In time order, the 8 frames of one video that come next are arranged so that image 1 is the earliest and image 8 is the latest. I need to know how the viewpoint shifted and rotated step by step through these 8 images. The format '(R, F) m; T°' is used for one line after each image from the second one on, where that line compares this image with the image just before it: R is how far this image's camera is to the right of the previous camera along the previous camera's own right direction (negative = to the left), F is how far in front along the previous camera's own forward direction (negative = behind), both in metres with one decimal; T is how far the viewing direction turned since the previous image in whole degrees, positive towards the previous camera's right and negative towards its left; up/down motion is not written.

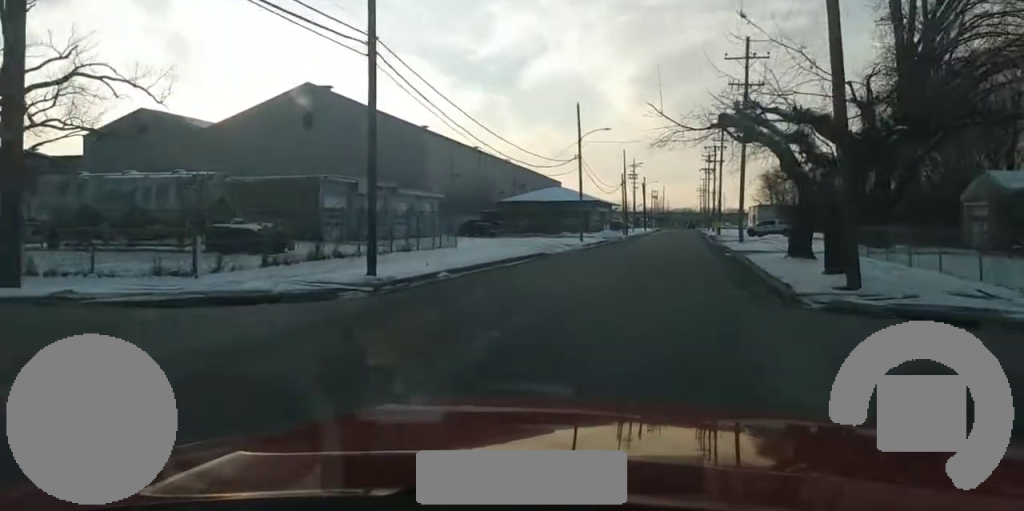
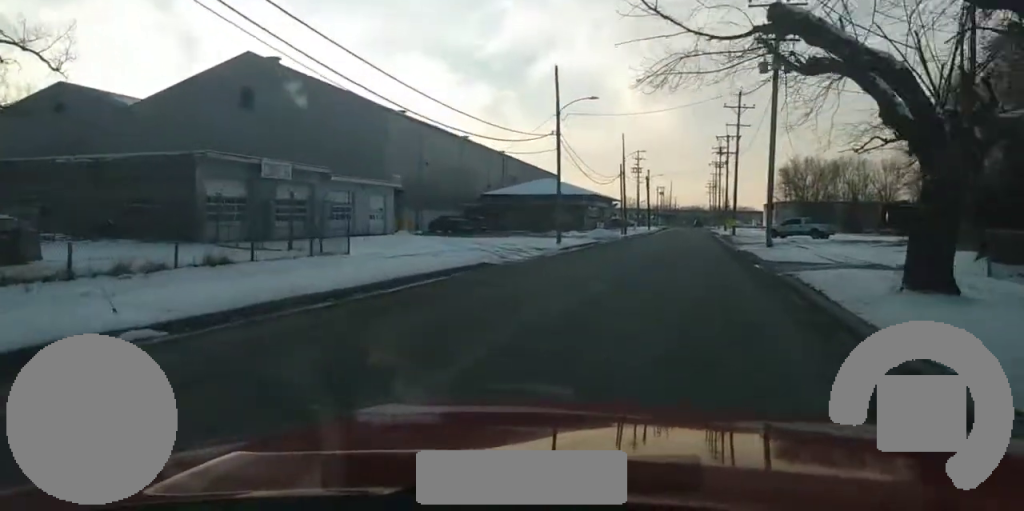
(0.0, +14.0) m; 0°
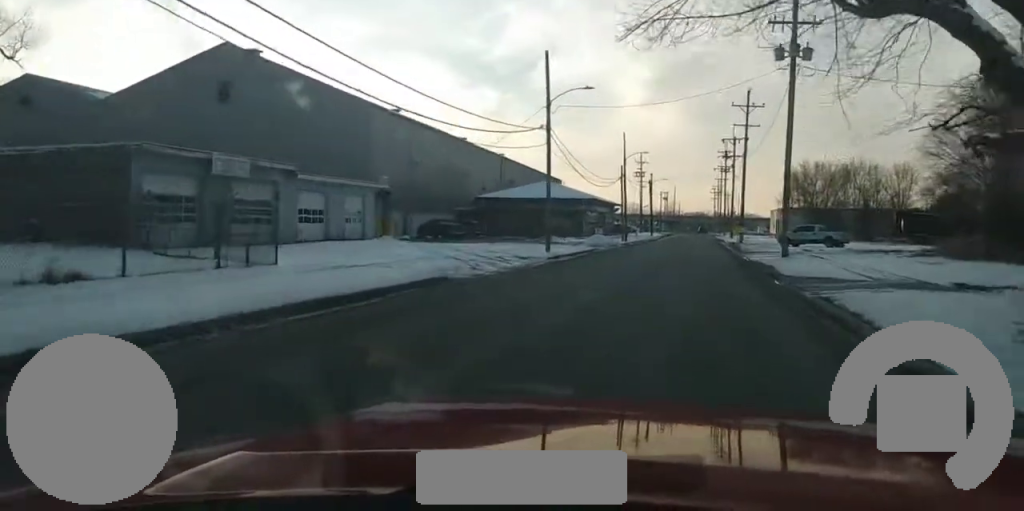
(0.0, +5.3) m; +1°
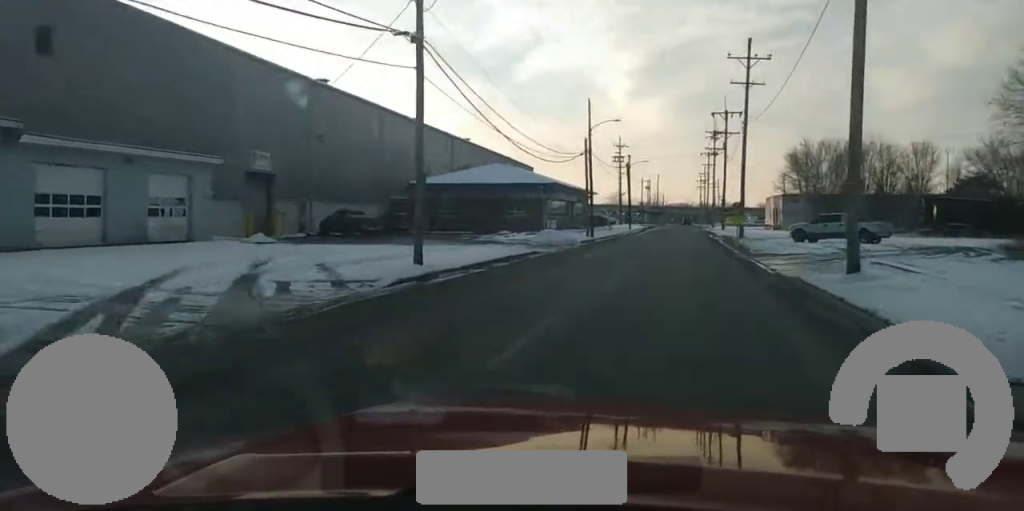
(+0.3, +19.1) m; 0°
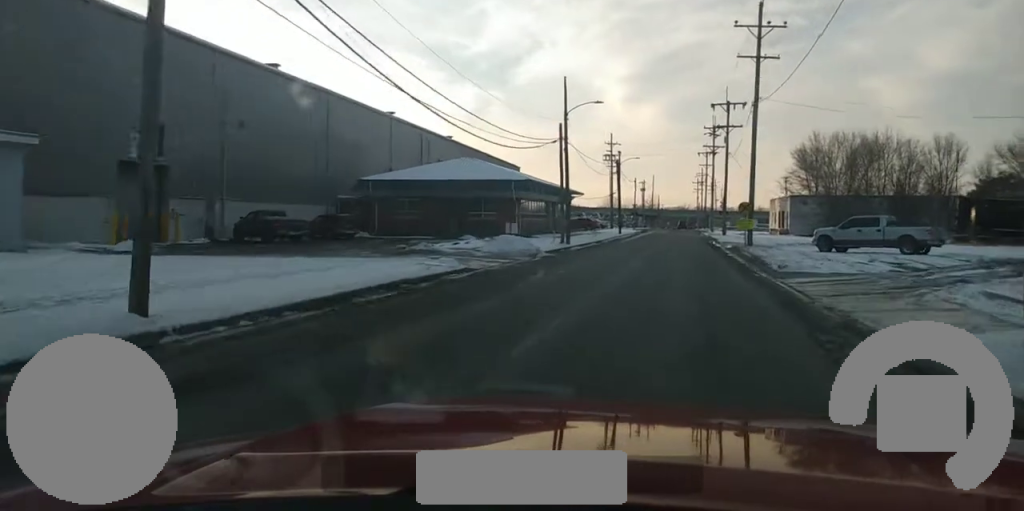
(-0.1, +11.4) m; -1°
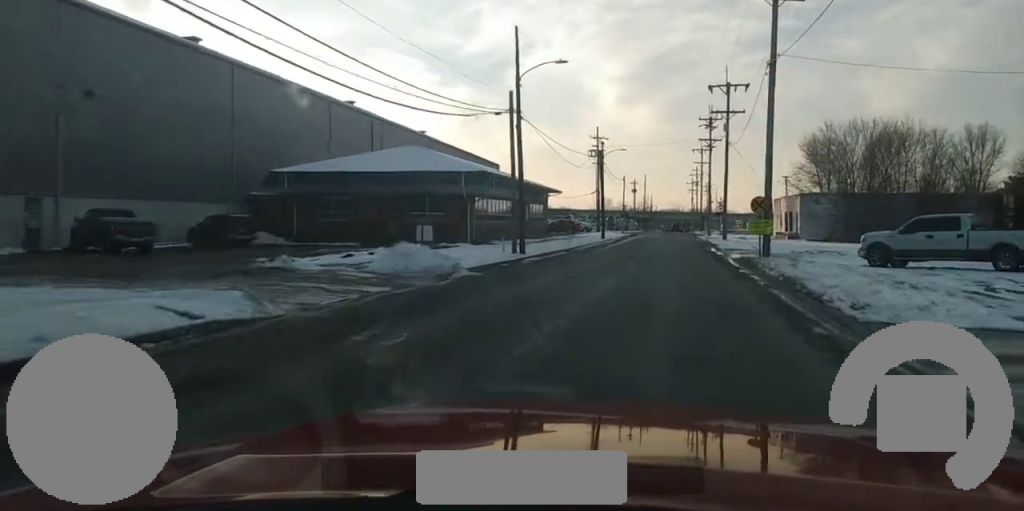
(+0.1, +12.7) m; +1°
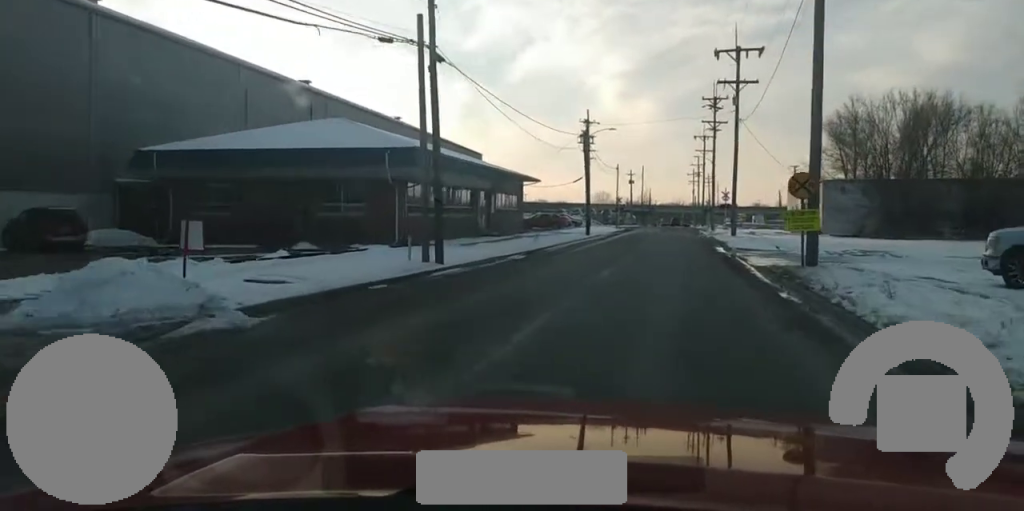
(+0.2, +12.8) m; 0°
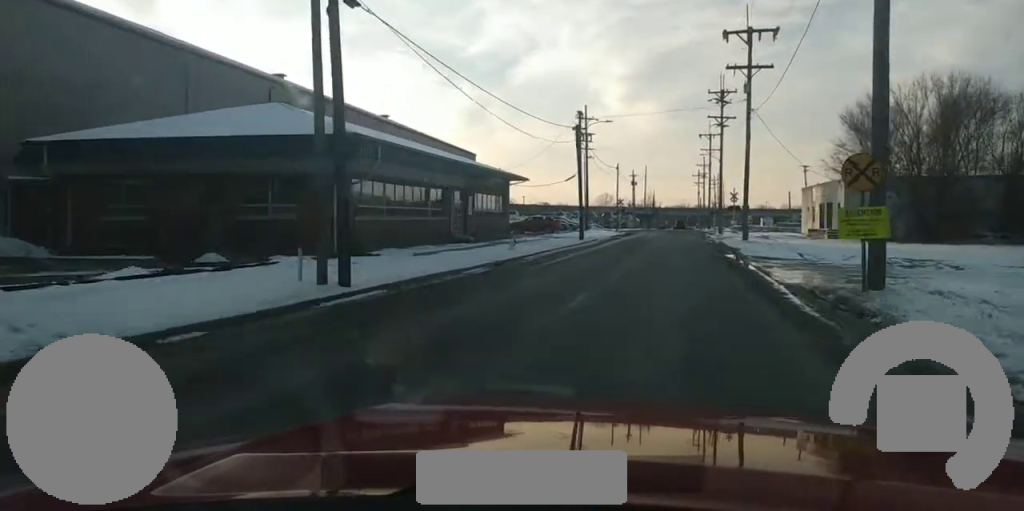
(-0.1, +6.8) m; 0°
